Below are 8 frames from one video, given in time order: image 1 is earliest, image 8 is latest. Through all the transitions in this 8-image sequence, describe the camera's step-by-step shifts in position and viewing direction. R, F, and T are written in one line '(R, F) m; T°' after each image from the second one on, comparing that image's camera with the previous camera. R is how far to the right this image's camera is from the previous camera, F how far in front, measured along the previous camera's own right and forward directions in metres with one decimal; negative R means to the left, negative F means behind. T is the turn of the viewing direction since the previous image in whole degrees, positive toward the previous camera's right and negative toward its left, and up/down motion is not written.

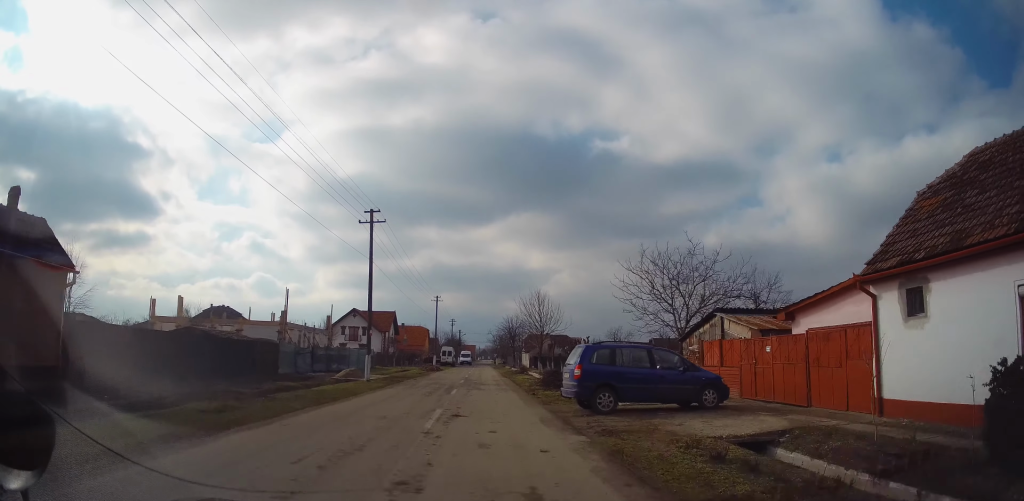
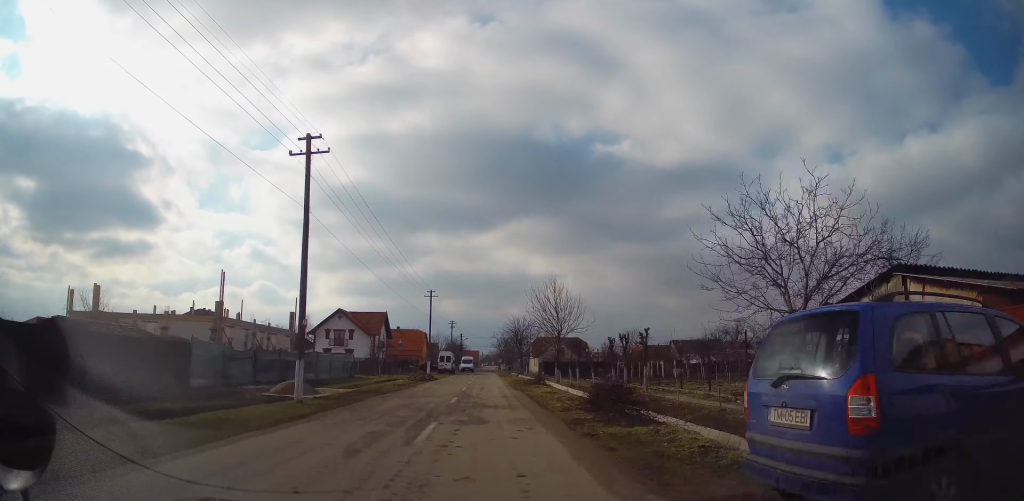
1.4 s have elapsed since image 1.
(+0.9, +10.0) m; +3°
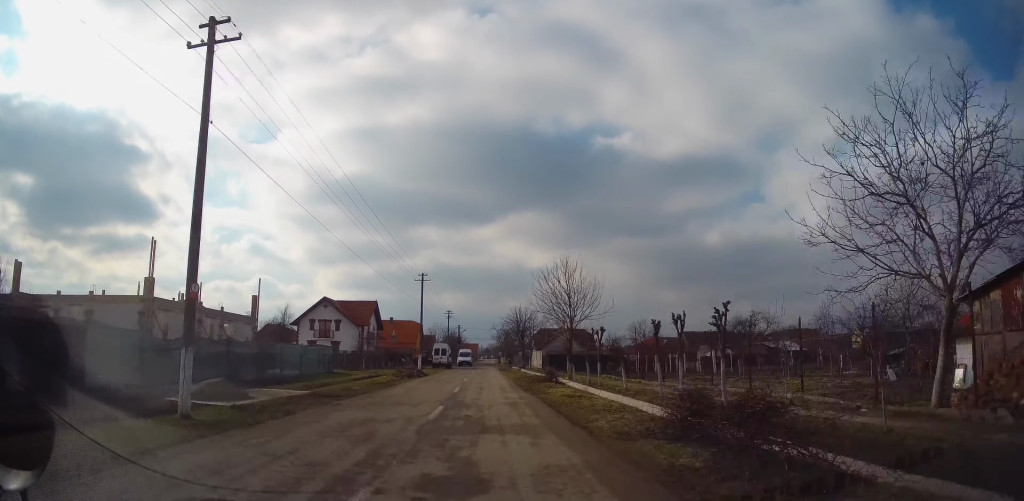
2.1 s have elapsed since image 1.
(0.0, +5.8) m; -2°
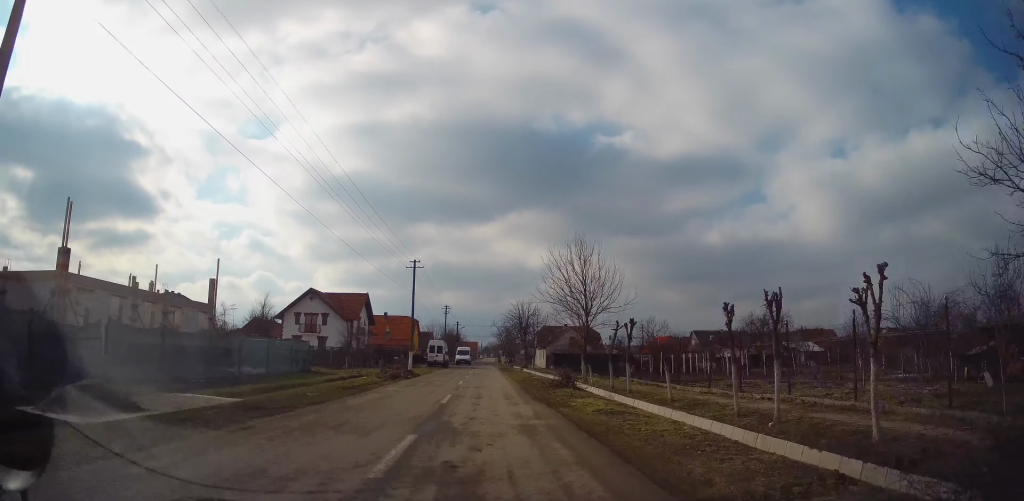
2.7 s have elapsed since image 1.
(-0.3, +5.2) m; 0°
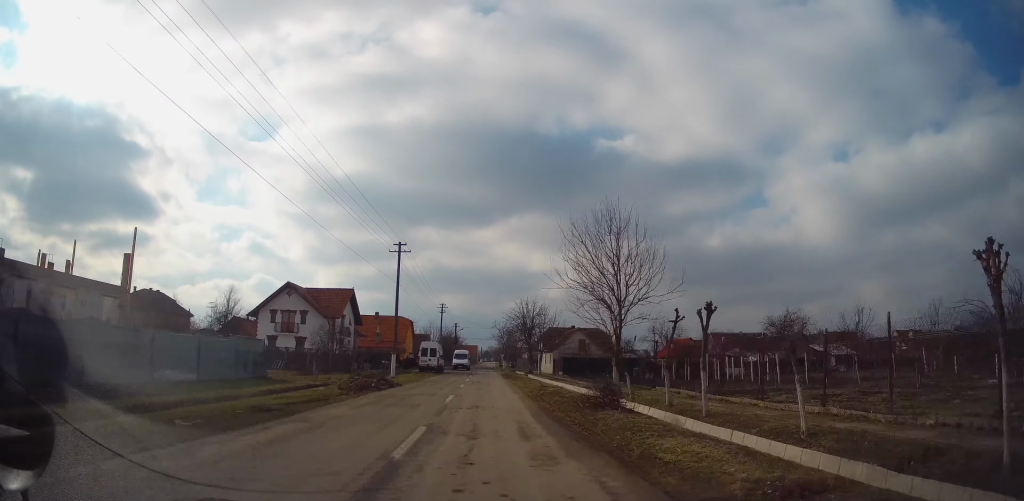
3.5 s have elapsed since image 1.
(+0.1, +7.5) m; 0°
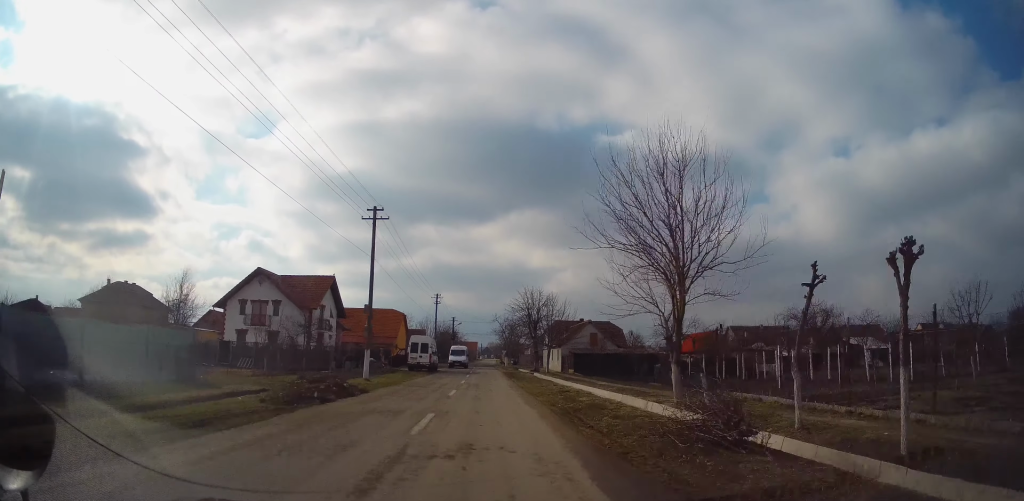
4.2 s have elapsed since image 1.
(+0.1, +7.2) m; 0°
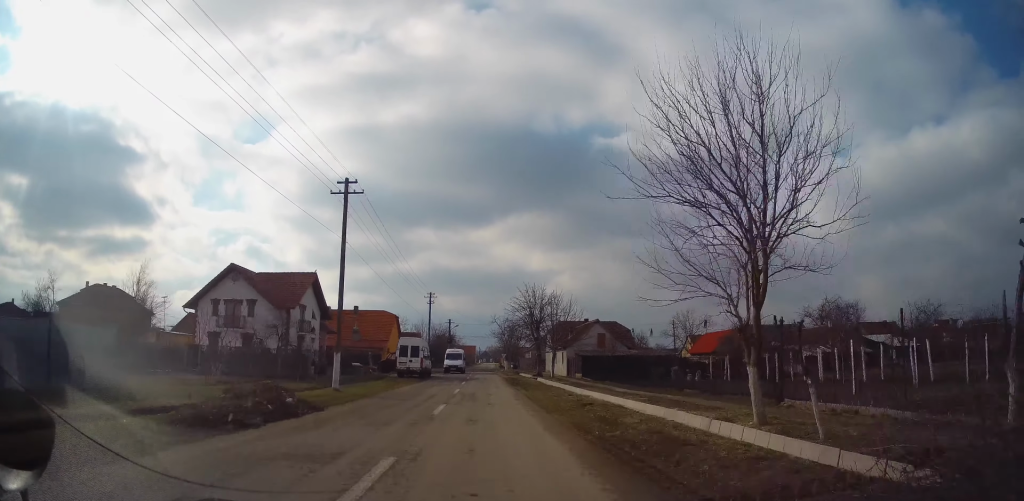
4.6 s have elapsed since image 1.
(-0.2, +4.7) m; -1°
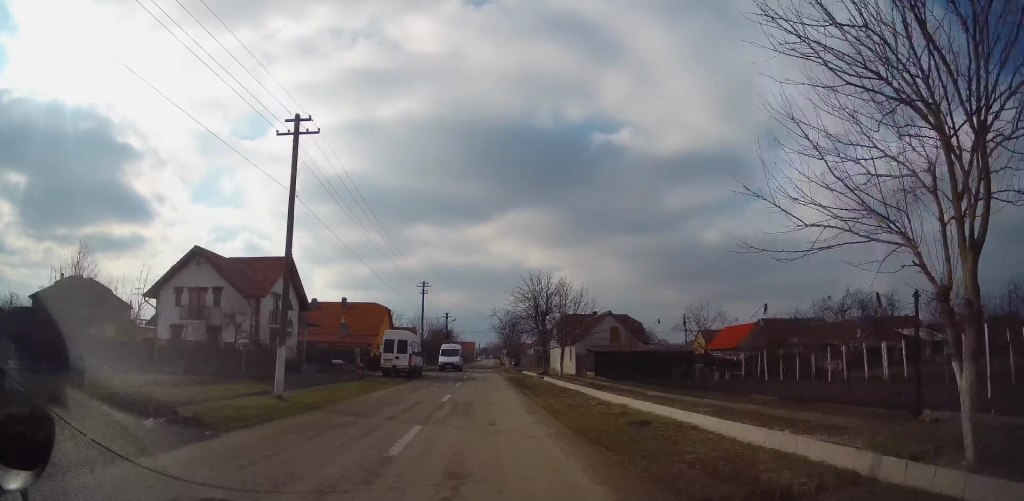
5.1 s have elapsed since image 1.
(-0.1, +5.5) m; -1°
